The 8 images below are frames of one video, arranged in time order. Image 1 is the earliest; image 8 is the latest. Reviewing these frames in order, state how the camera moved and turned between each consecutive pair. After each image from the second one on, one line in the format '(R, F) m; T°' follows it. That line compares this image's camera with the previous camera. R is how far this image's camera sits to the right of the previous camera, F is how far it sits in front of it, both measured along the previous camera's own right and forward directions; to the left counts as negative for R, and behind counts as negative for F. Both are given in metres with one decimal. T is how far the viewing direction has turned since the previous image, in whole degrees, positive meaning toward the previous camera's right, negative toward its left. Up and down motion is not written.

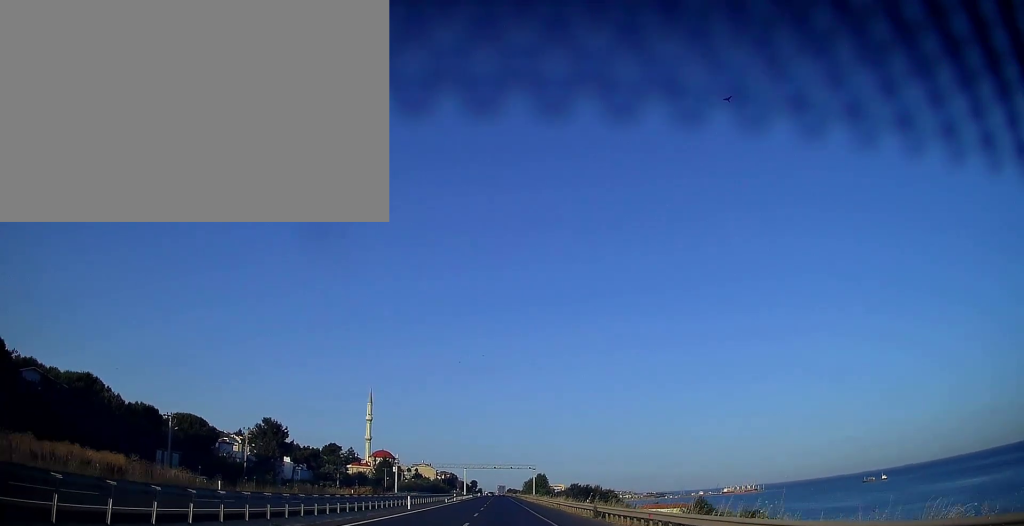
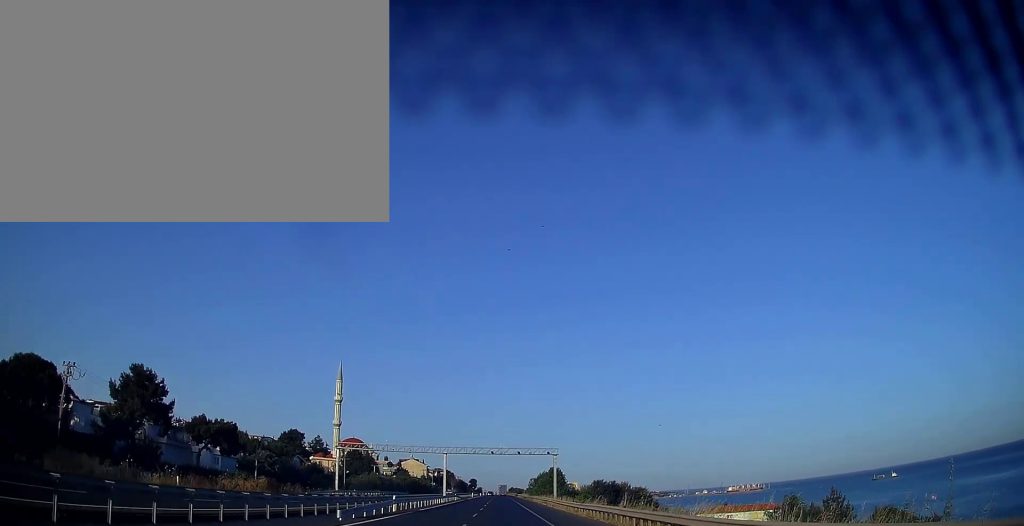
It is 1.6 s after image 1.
(-0.3, +47.9) m; 0°
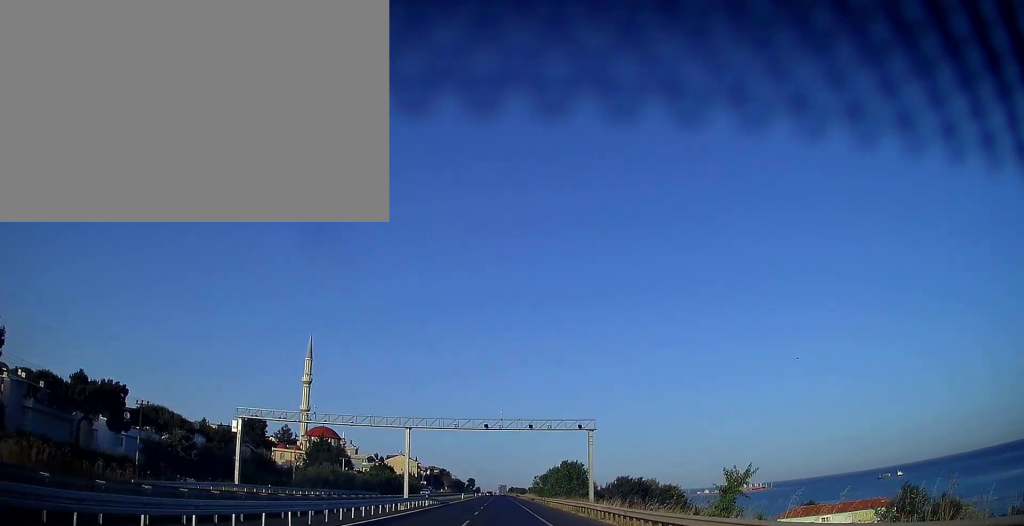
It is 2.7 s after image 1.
(+0.2, +32.3) m; 0°
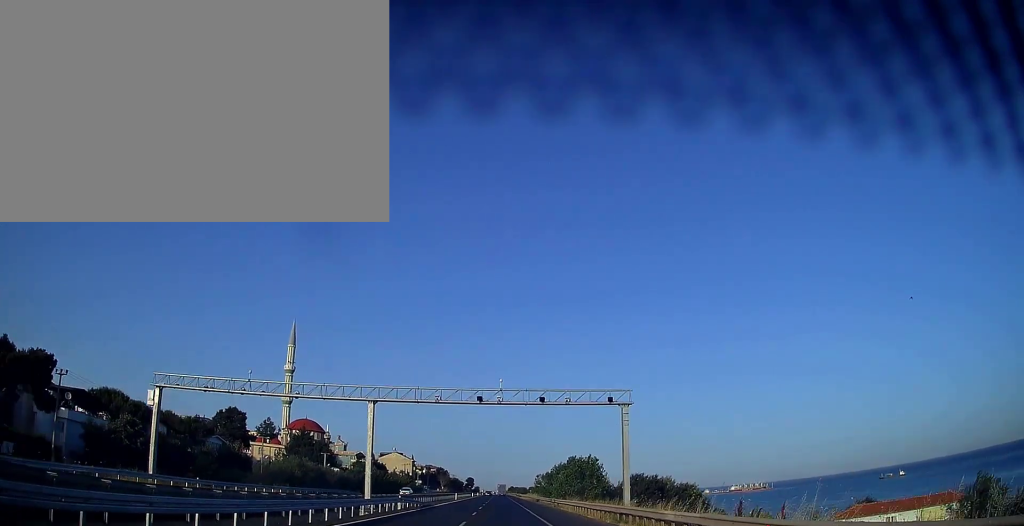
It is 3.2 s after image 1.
(0.0, +13.7) m; 0°
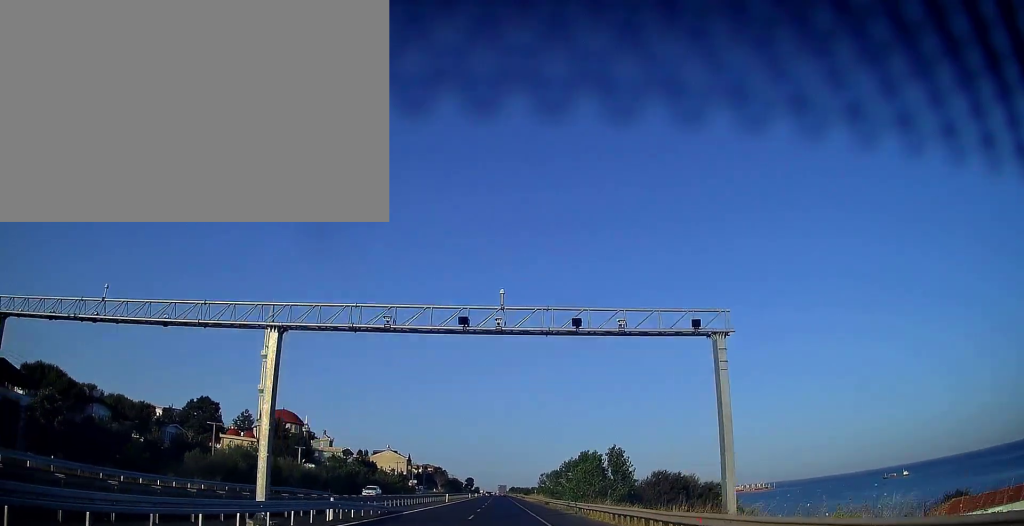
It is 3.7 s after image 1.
(0.0, +15.7) m; 0°
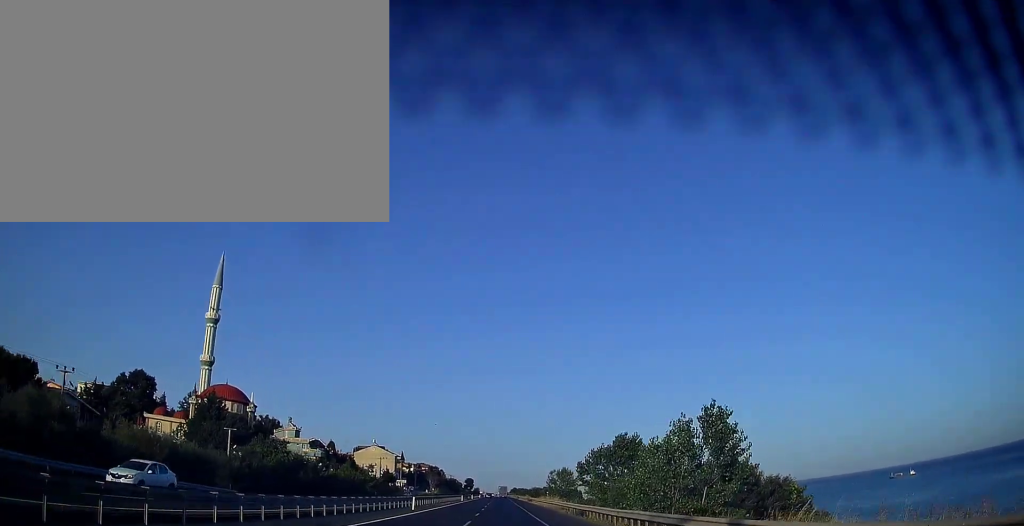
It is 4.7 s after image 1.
(-0.1, +28.4) m; 0°
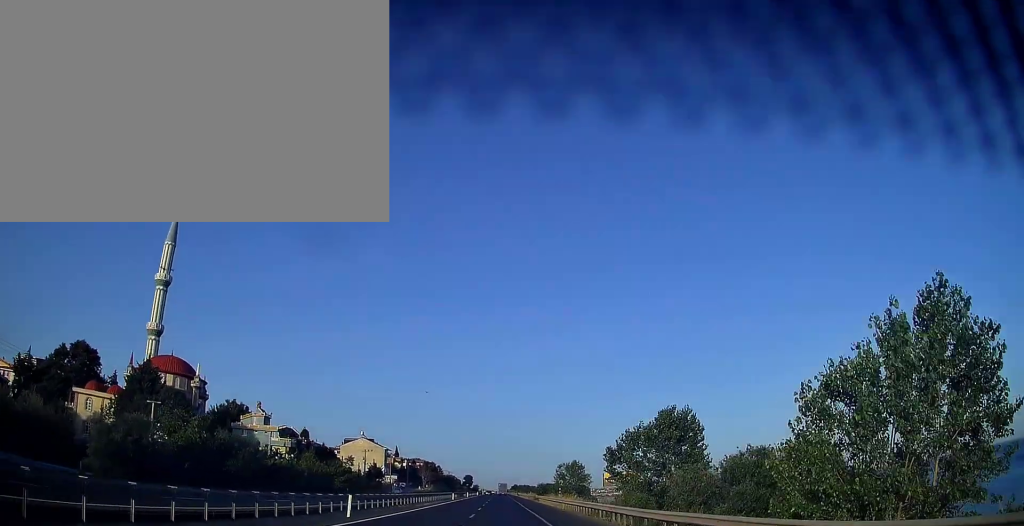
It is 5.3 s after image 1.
(+0.1, +18.6) m; 0°
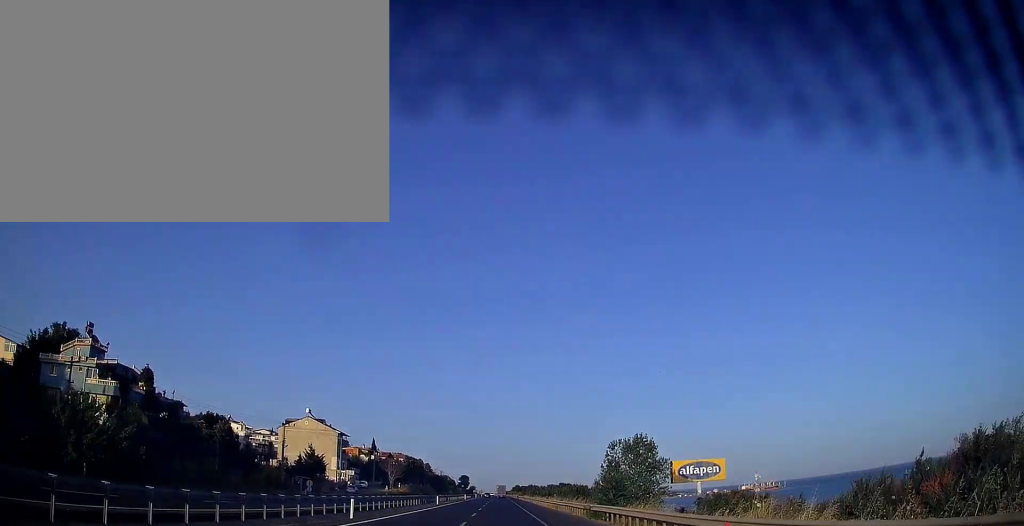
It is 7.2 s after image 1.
(0.0, +55.1) m; 0°
